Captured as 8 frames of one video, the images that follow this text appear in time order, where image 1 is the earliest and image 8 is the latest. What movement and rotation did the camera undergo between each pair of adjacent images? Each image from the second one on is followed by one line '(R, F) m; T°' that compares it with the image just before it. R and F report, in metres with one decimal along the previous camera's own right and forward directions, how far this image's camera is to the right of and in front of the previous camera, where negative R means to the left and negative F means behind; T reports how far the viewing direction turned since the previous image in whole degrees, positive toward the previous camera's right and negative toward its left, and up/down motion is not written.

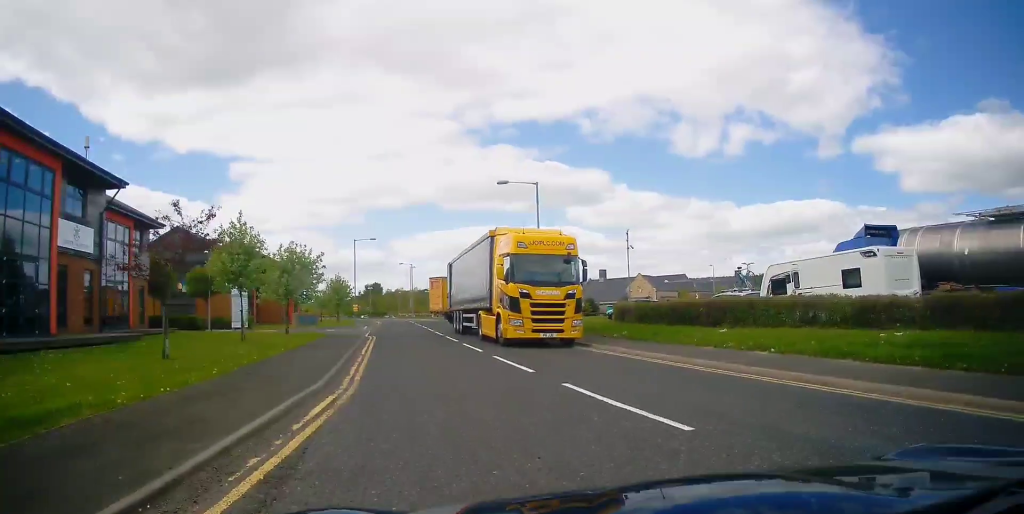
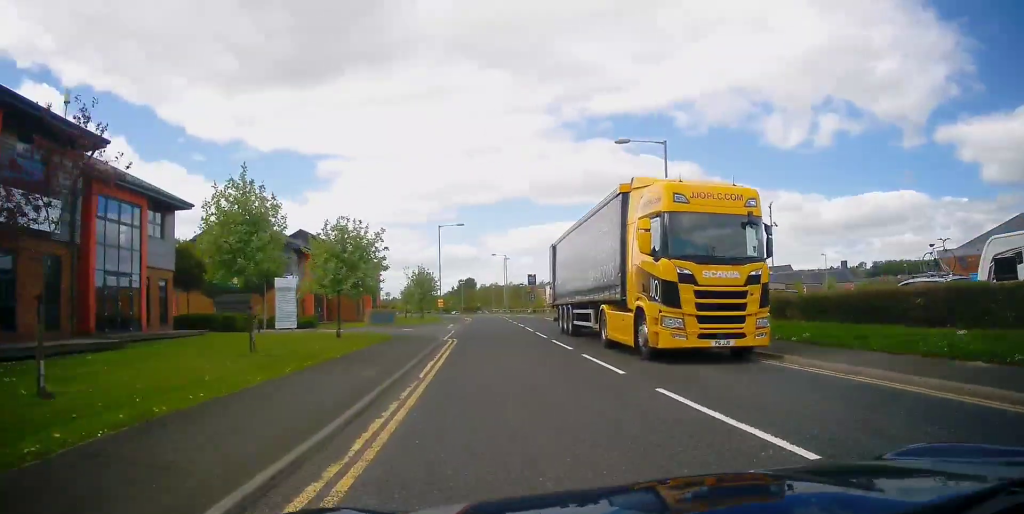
(-1.4, +6.0) m; -15°
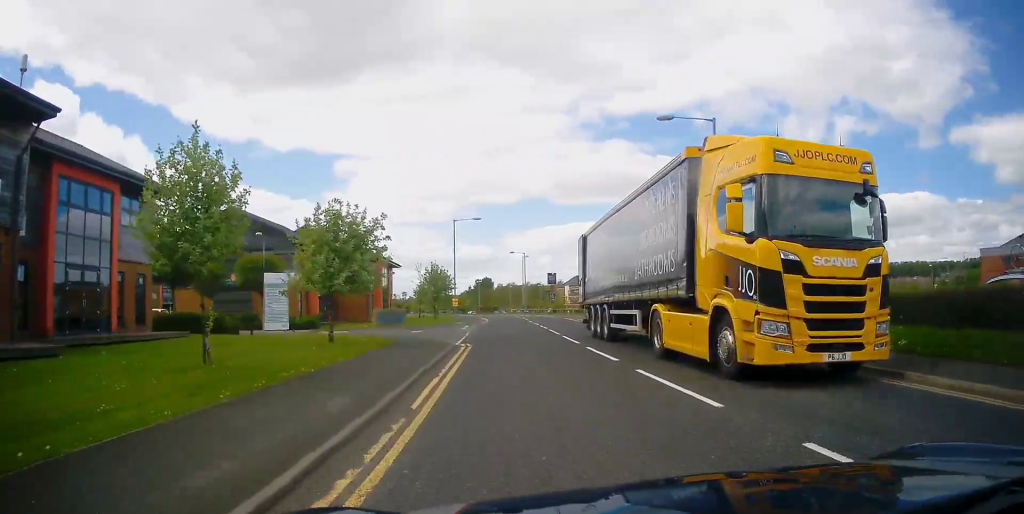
(+0.1, +3.0) m; -3°
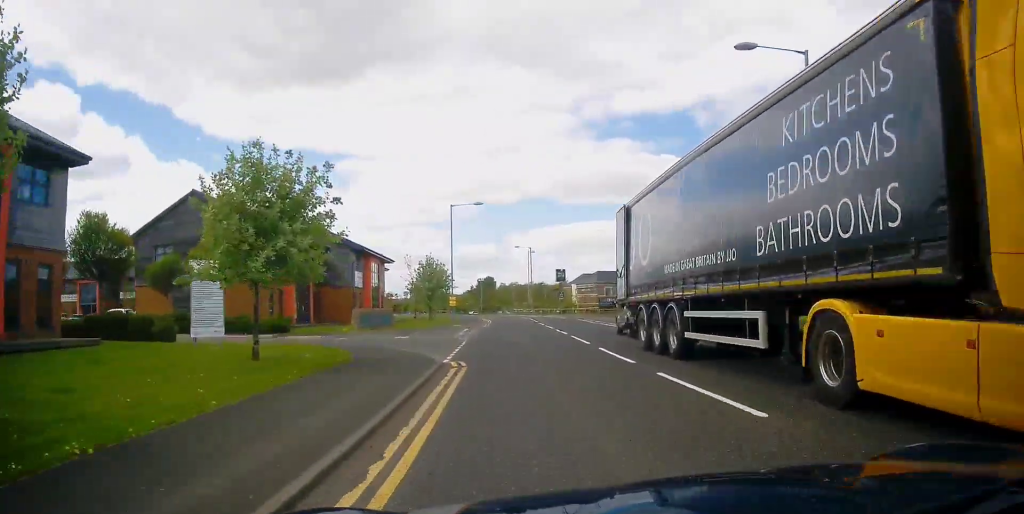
(-0.4, +5.9) m; -4°
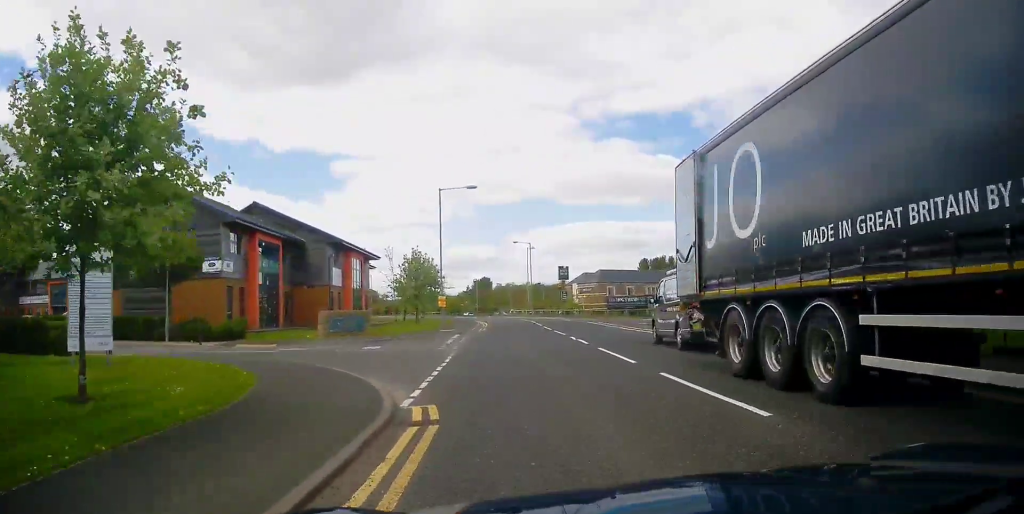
(0.0, +5.5) m; 0°
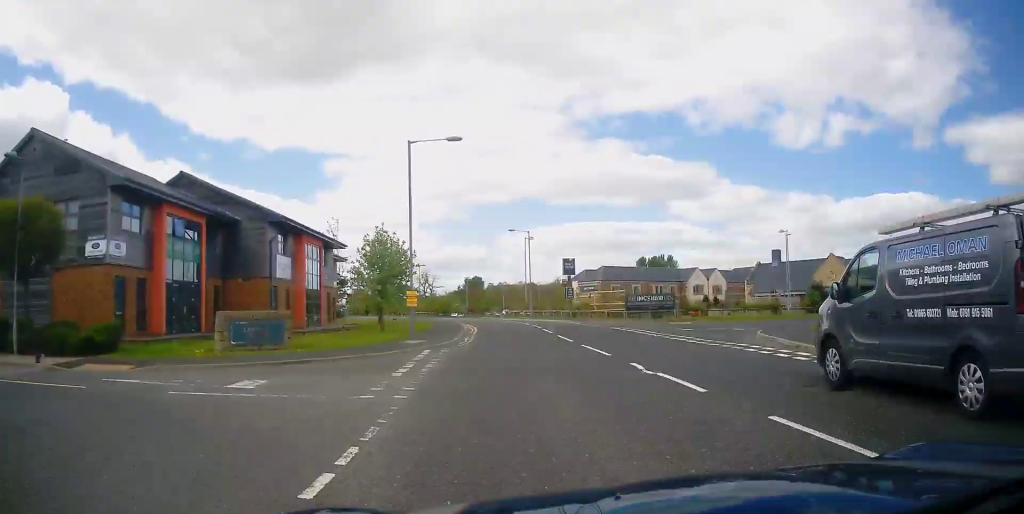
(+0.1, +9.2) m; -1°
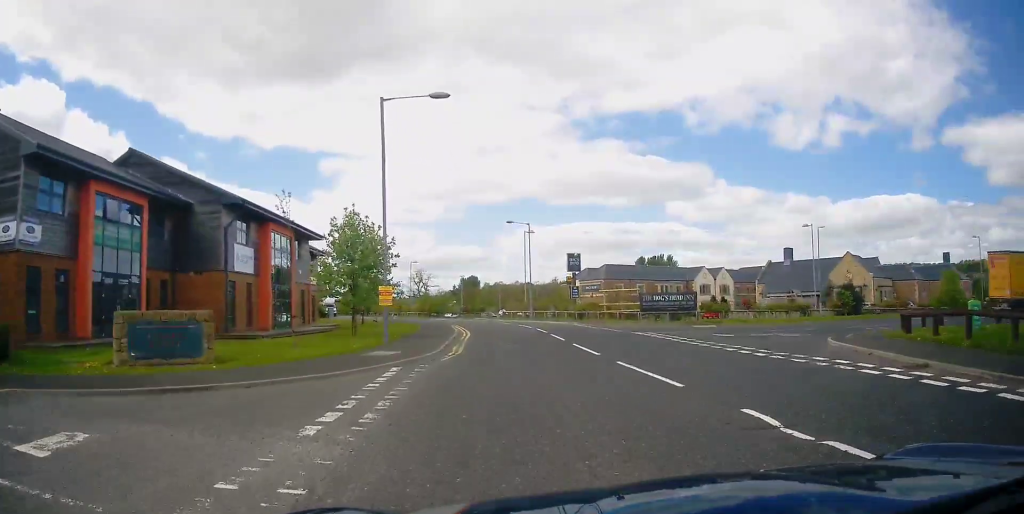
(-0.1, +5.2) m; 0°
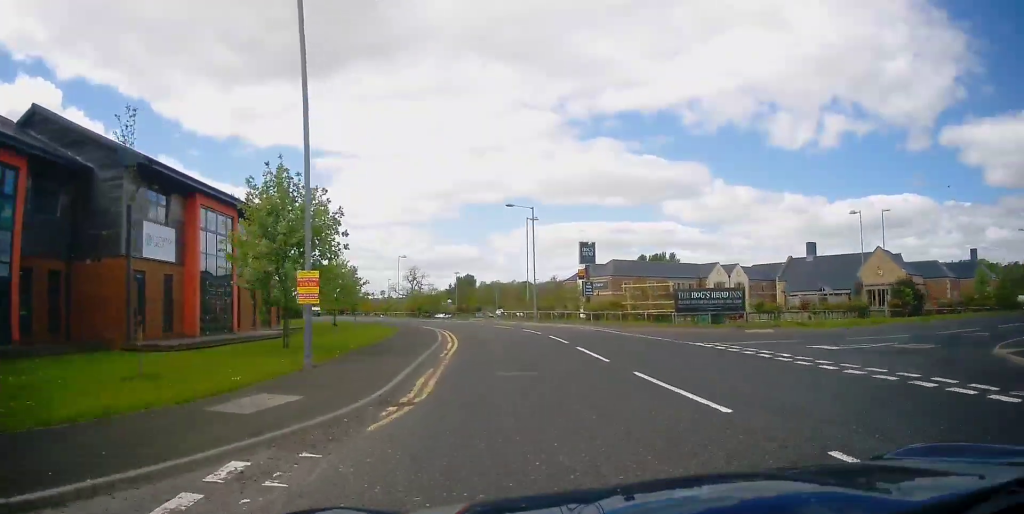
(0.0, +7.5) m; +2°
